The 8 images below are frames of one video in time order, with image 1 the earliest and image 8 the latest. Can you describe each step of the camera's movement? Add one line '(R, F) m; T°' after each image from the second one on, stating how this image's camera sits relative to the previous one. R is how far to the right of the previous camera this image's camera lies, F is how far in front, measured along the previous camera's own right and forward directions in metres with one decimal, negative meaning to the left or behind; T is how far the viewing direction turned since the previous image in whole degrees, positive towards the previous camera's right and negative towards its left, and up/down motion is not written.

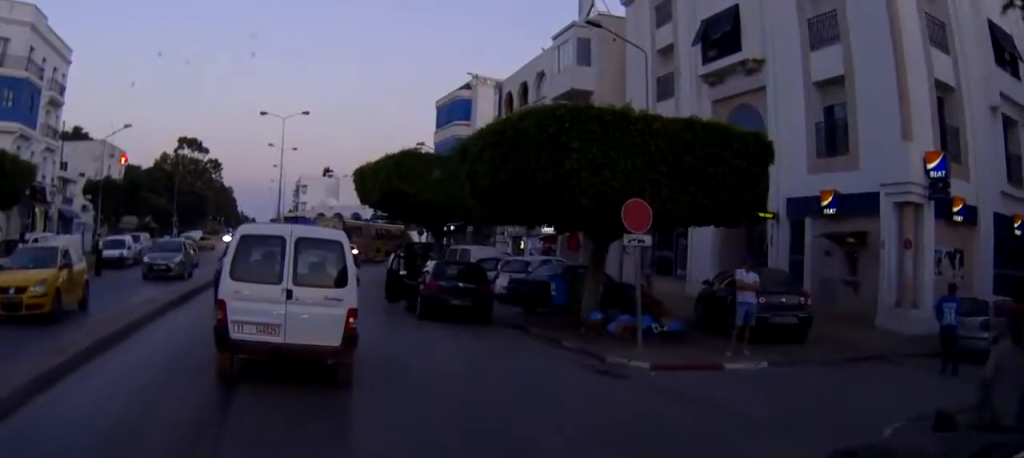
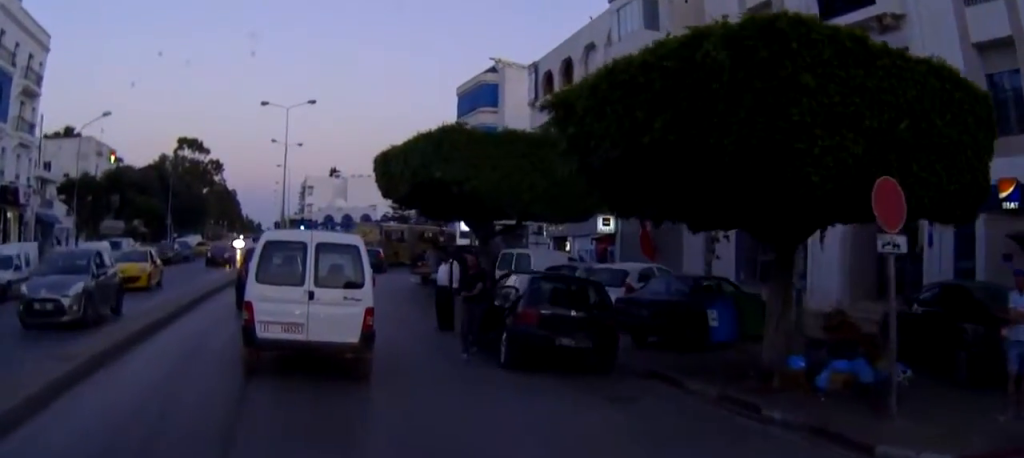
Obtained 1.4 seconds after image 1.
(0.0, +6.5) m; +1°
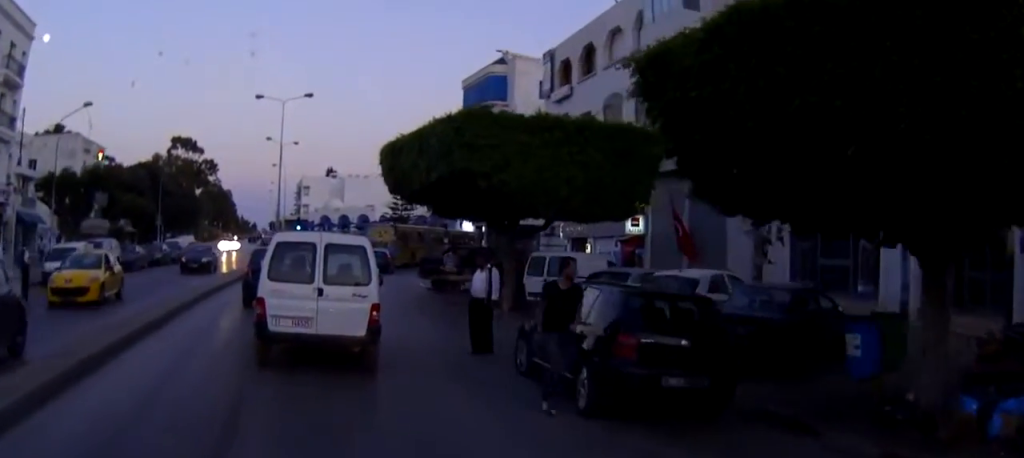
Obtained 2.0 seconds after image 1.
(0.0, +3.3) m; 0°
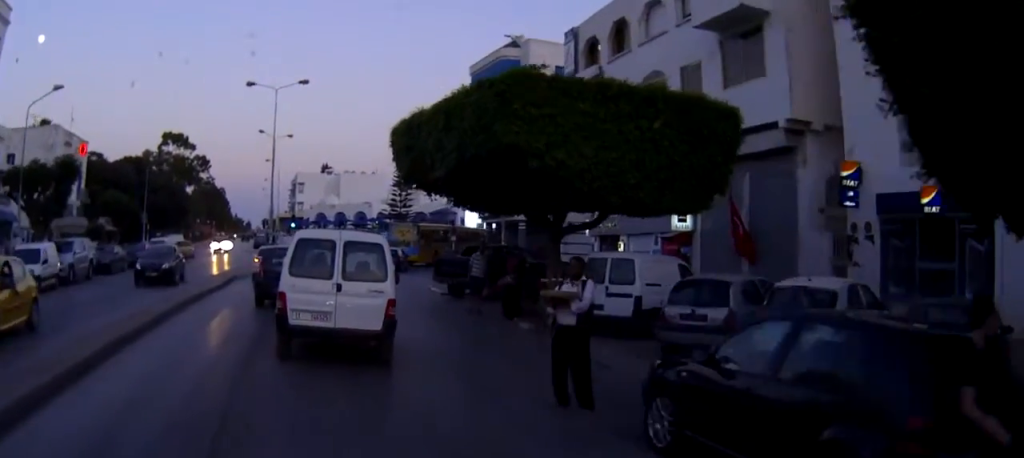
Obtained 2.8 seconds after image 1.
(0.0, +4.1) m; +1°
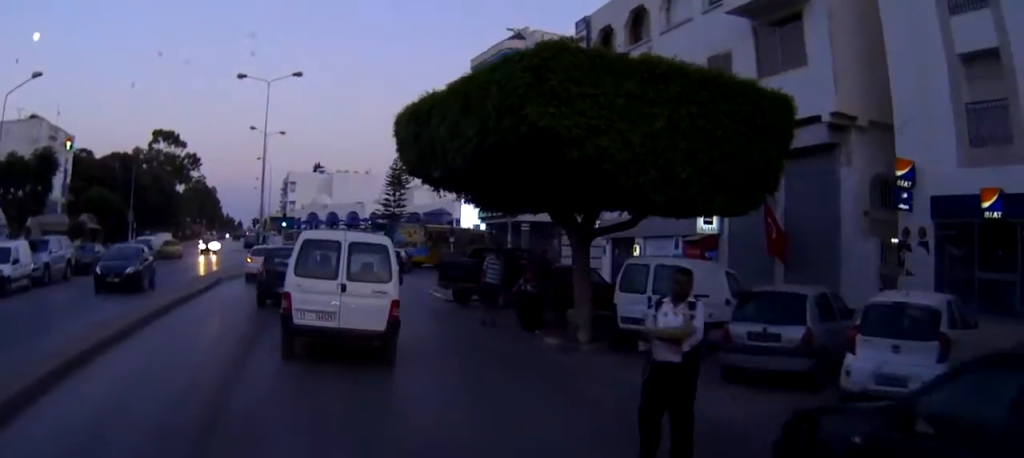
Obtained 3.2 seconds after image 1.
(0.0, +2.2) m; +1°
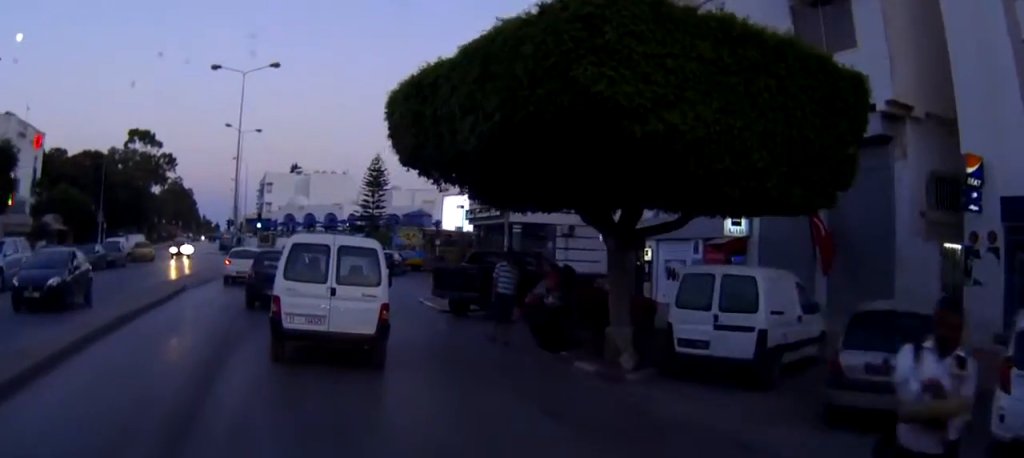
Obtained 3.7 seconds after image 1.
(0.0, +2.9) m; +1°
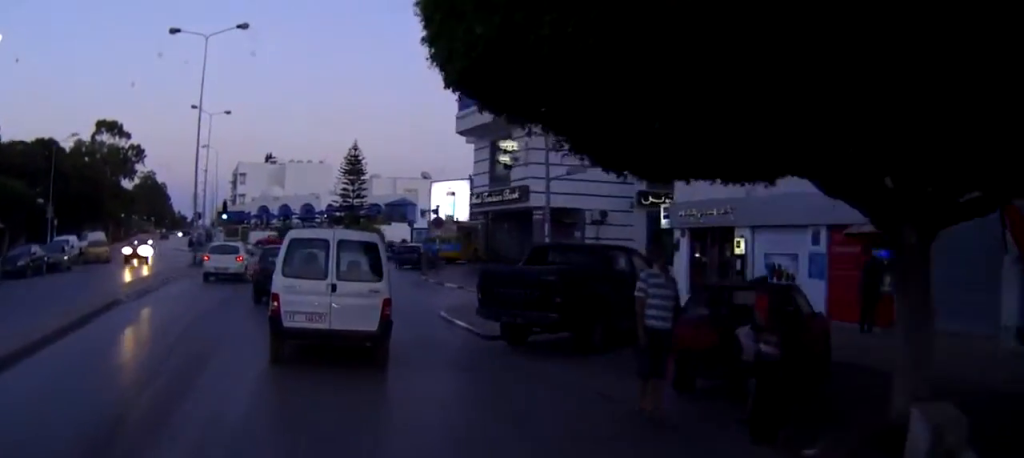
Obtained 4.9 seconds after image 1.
(+0.2, +7.2) m; +2°
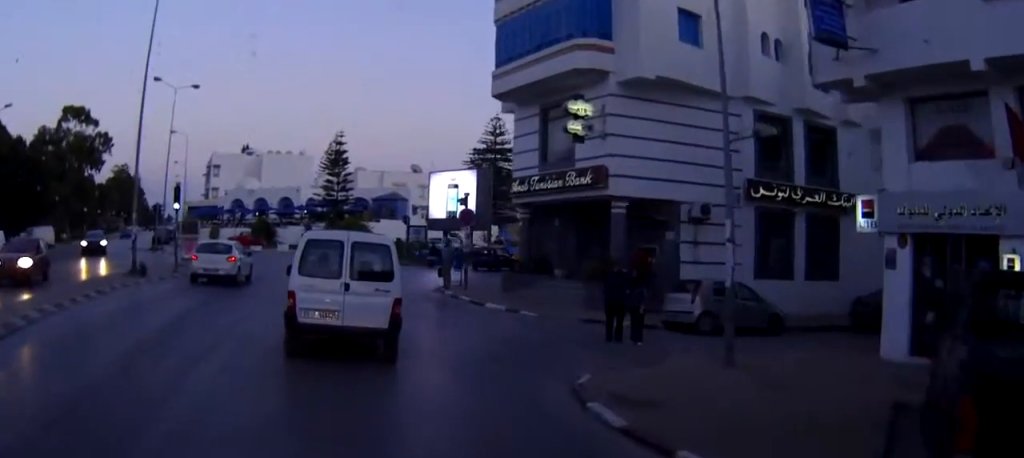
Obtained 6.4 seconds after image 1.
(+0.2, +9.9) m; +3°
